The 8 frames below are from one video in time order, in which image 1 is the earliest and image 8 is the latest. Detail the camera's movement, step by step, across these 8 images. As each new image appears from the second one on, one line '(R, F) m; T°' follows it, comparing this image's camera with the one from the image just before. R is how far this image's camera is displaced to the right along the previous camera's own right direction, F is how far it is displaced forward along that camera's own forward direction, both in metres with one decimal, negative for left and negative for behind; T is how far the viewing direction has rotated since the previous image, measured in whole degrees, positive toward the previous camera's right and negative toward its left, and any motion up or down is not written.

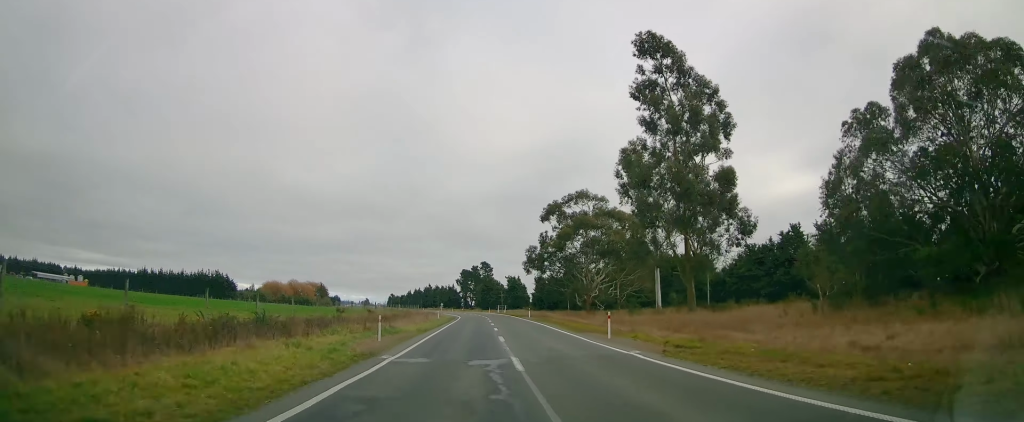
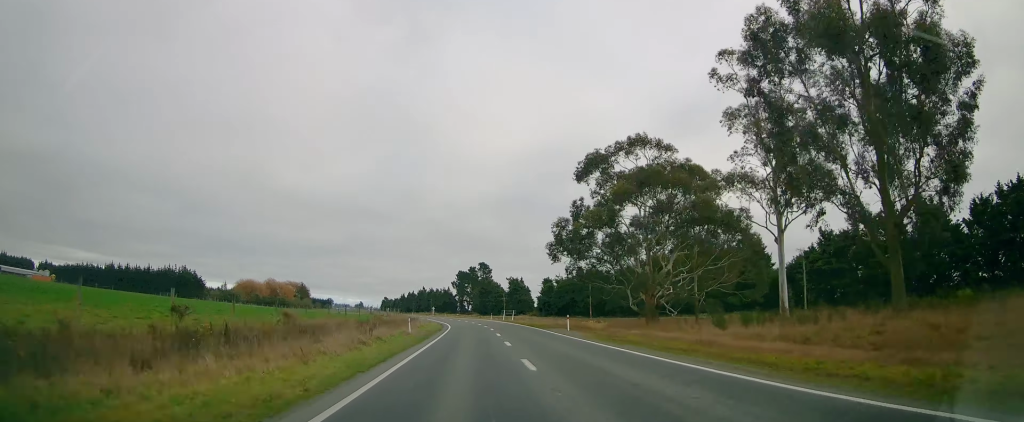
(-0.5, +30.0) m; 0°
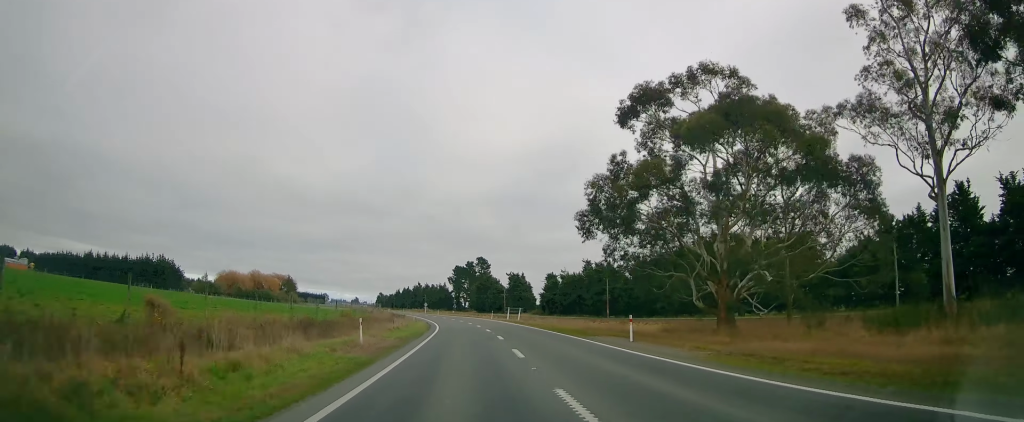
(+0.2, +16.7) m; 0°
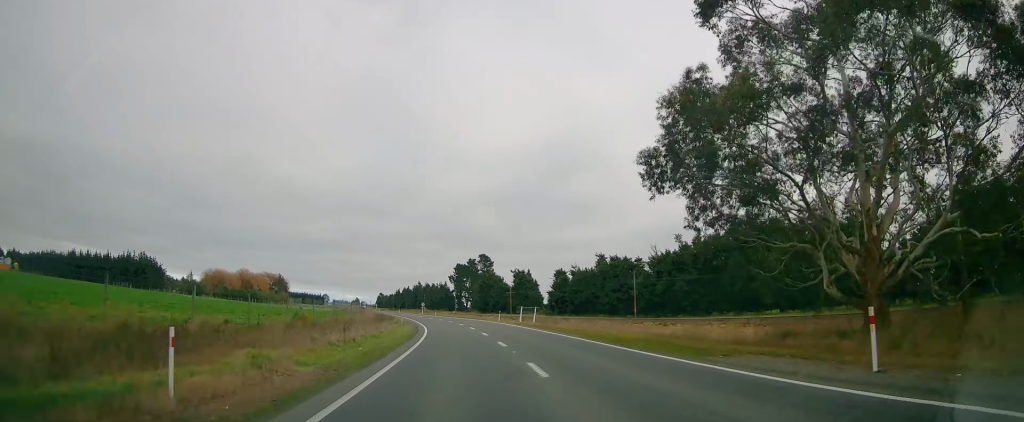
(+0.2, +15.1) m; 0°
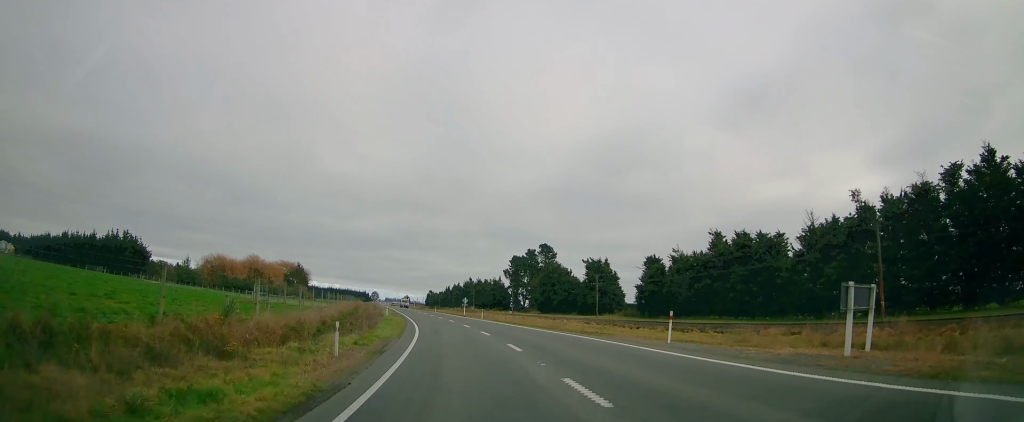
(-1.5, +44.8) m; -4°
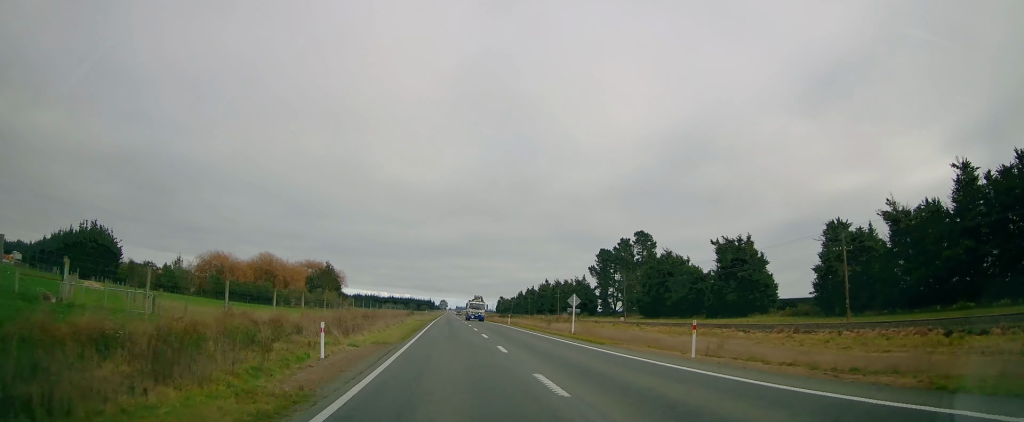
(-3.2, +48.1) m; -7°
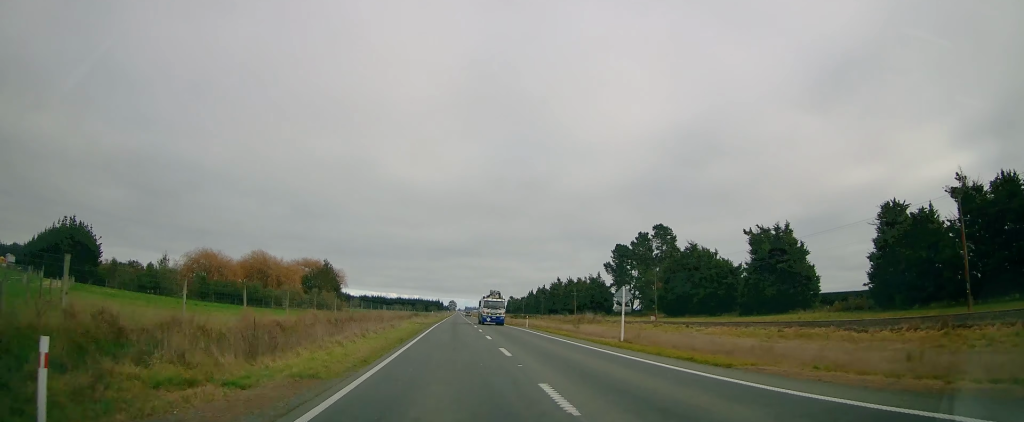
(-0.2, +11.5) m; -1°
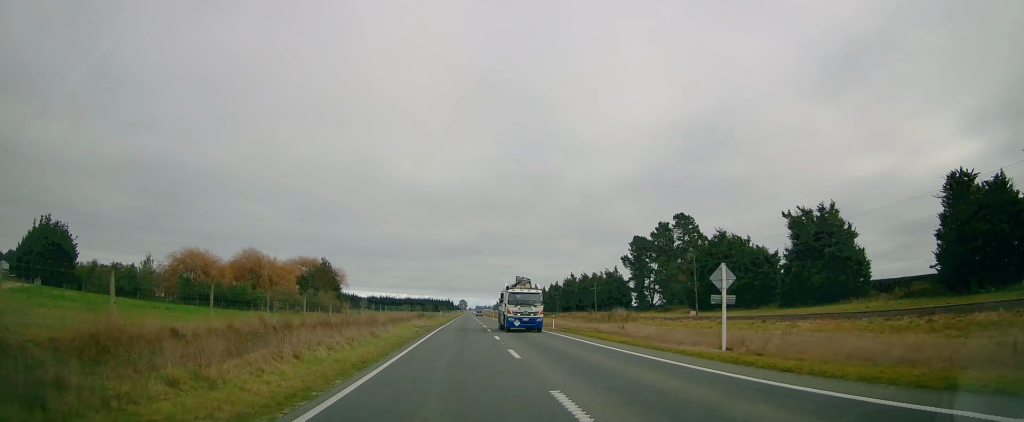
(+0.1, +11.5) m; -1°
